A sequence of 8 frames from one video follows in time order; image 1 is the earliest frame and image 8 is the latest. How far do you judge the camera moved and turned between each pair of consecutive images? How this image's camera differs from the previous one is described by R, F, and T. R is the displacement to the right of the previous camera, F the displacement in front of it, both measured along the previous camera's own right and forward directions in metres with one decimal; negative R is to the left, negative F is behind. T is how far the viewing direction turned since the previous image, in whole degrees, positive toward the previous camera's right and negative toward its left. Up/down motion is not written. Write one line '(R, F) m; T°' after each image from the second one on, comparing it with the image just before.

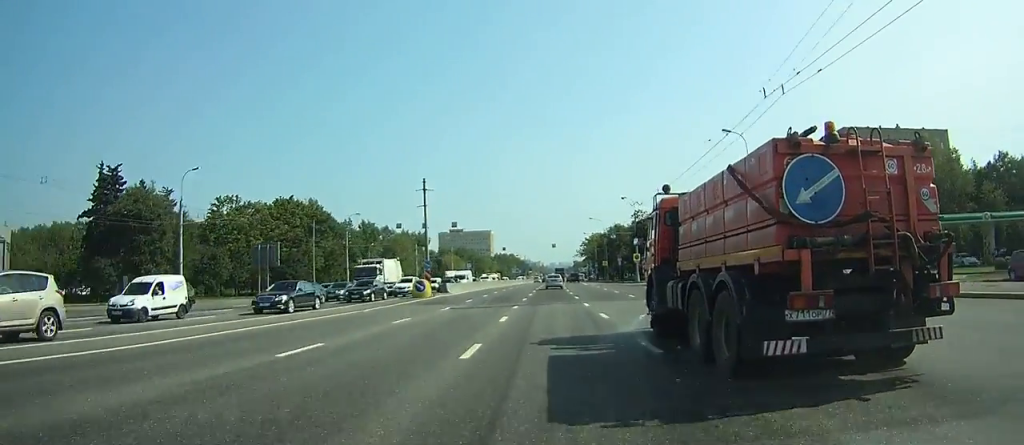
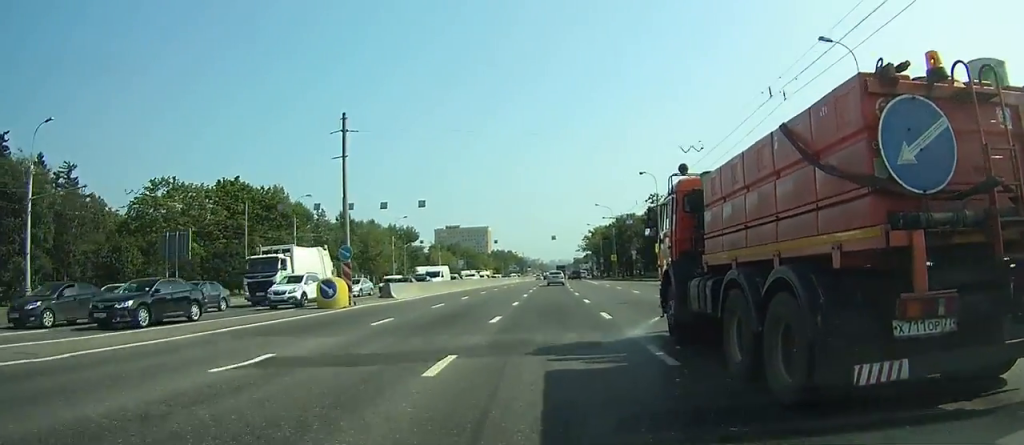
(+0.2, +18.1) m; +1°
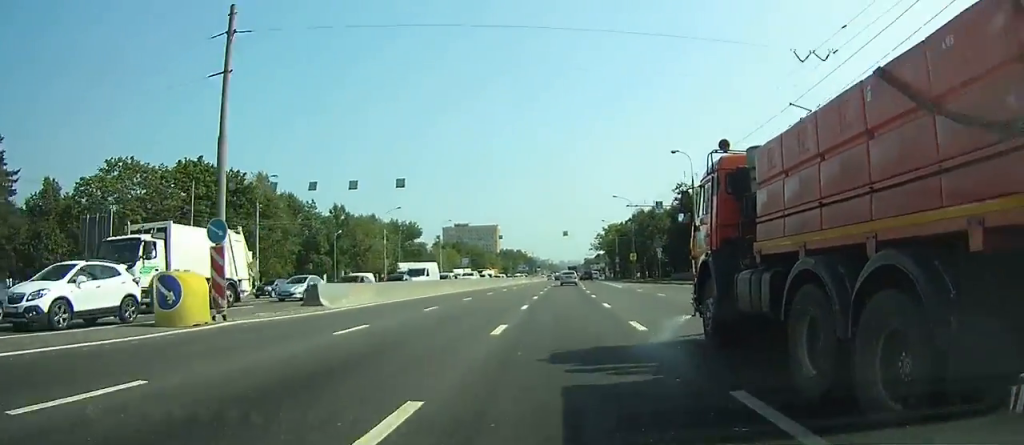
(0.0, +11.9) m; 0°
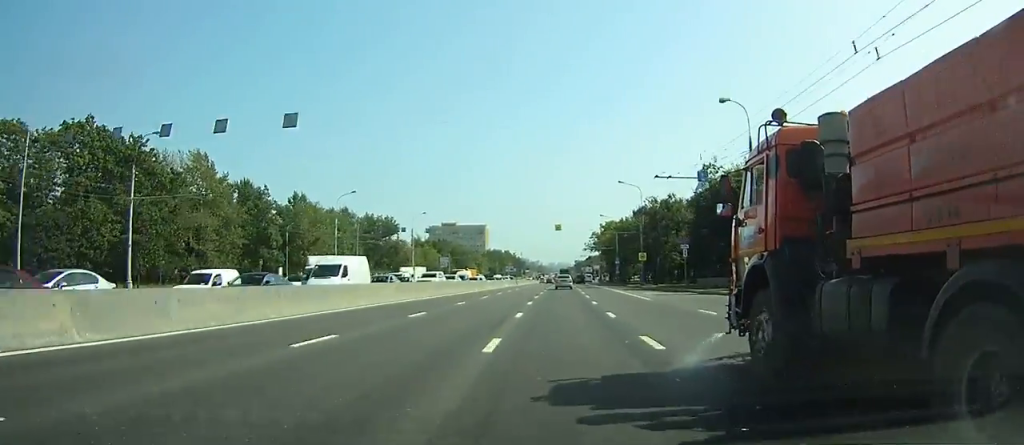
(0.0, +18.4) m; 0°
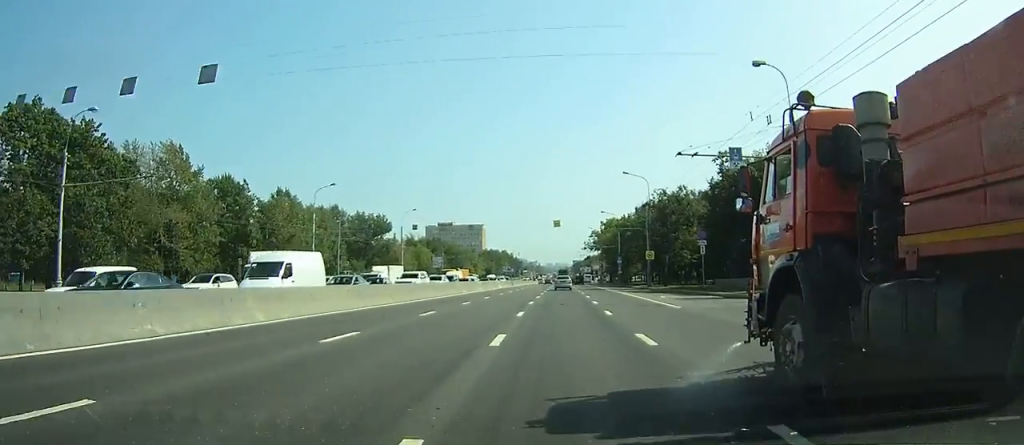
(0.0, +7.0) m; 0°
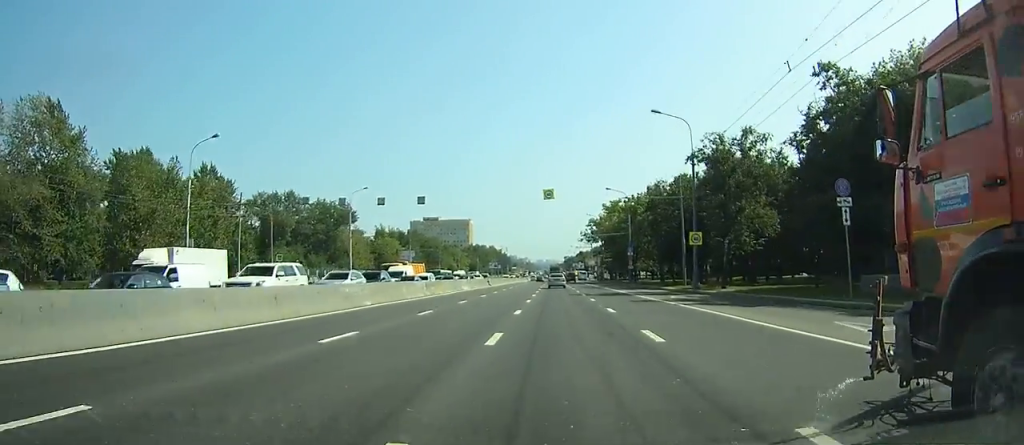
(+0.1, +24.6) m; +1°
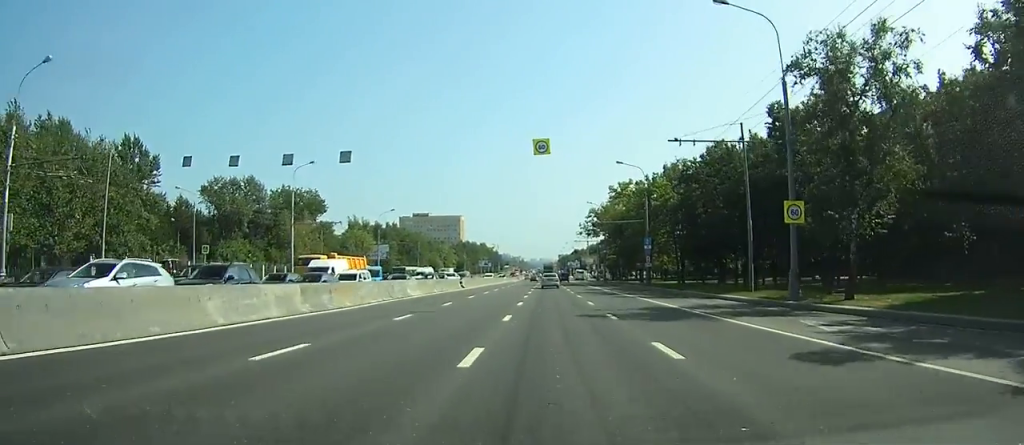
(+0.1, +18.4) m; 0°
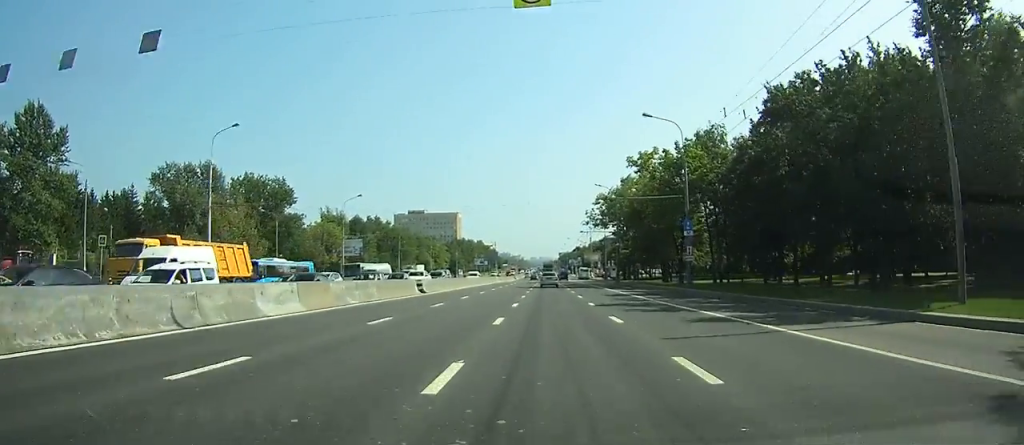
(0.0, +18.0) m; 0°
